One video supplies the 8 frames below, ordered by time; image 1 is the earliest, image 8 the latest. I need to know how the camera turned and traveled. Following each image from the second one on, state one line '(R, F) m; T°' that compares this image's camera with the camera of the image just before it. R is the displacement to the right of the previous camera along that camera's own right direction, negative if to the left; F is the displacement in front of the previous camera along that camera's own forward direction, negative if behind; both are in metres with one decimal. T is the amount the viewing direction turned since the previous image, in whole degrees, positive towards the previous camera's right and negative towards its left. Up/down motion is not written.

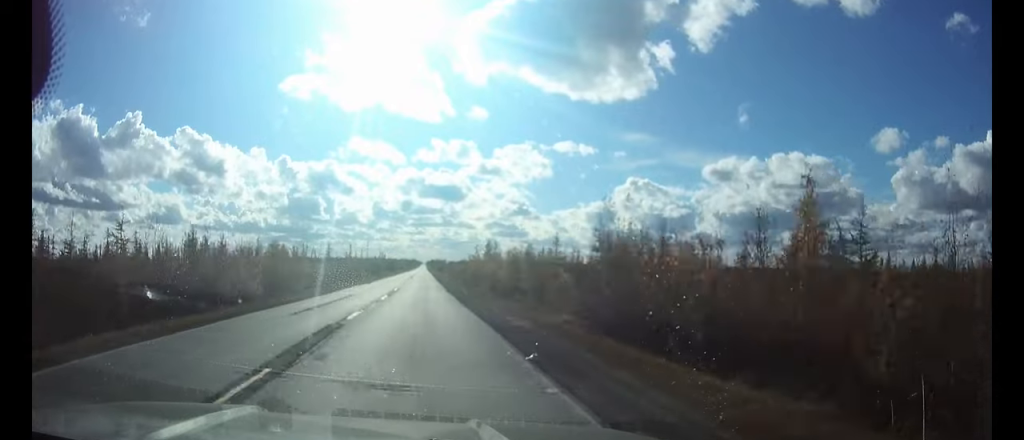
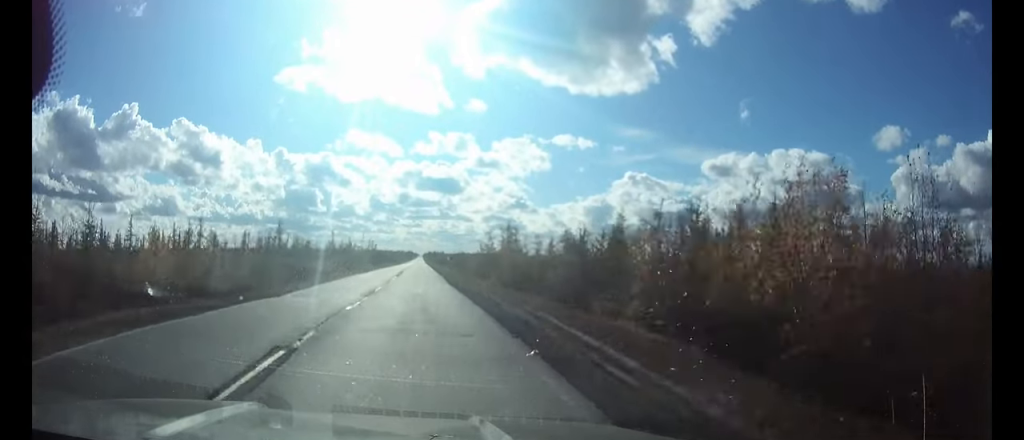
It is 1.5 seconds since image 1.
(+0.1, +38.8) m; 0°
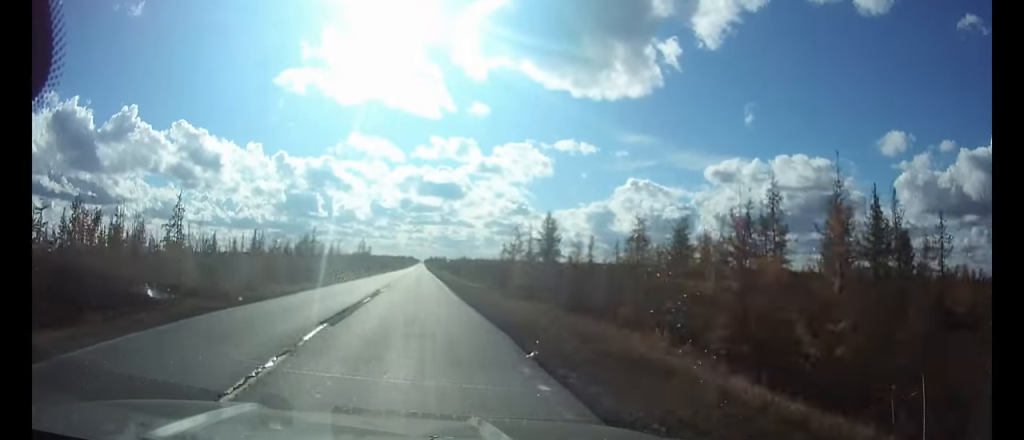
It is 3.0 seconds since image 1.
(0.0, +34.1) m; 0°
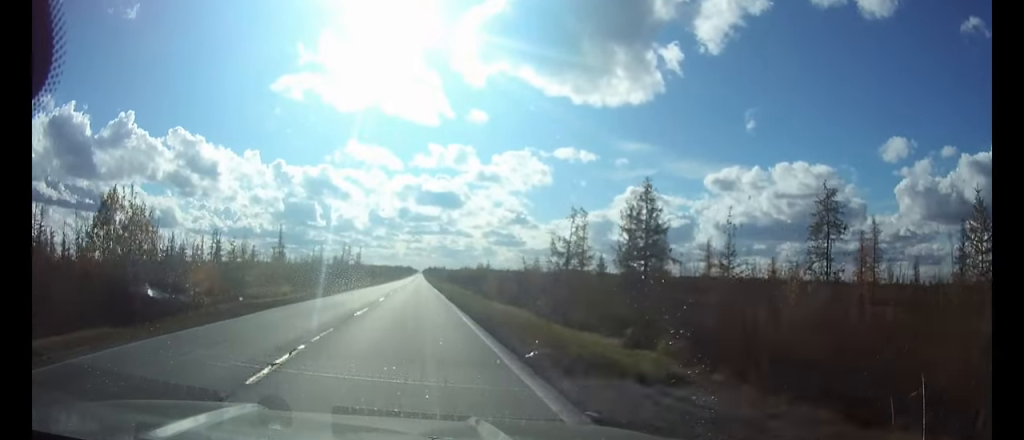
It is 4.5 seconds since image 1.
(0.0, +34.8) m; 0°
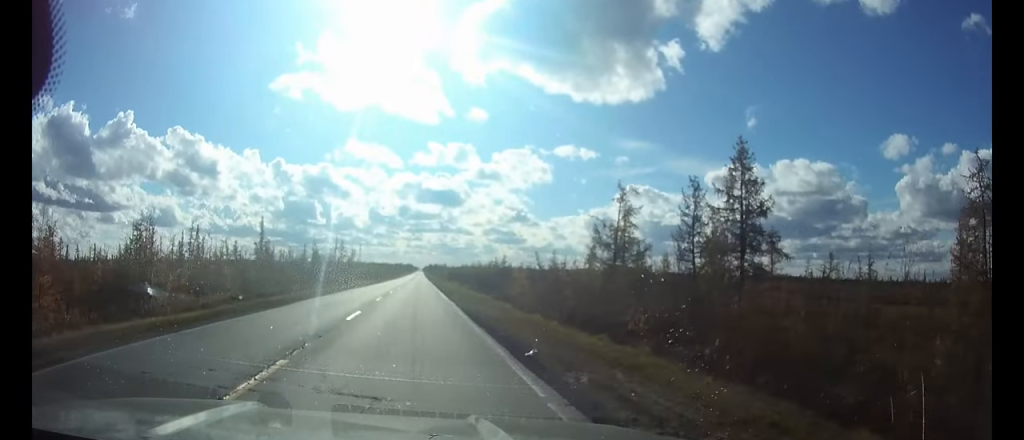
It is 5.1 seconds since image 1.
(0.0, +13.4) m; 0°
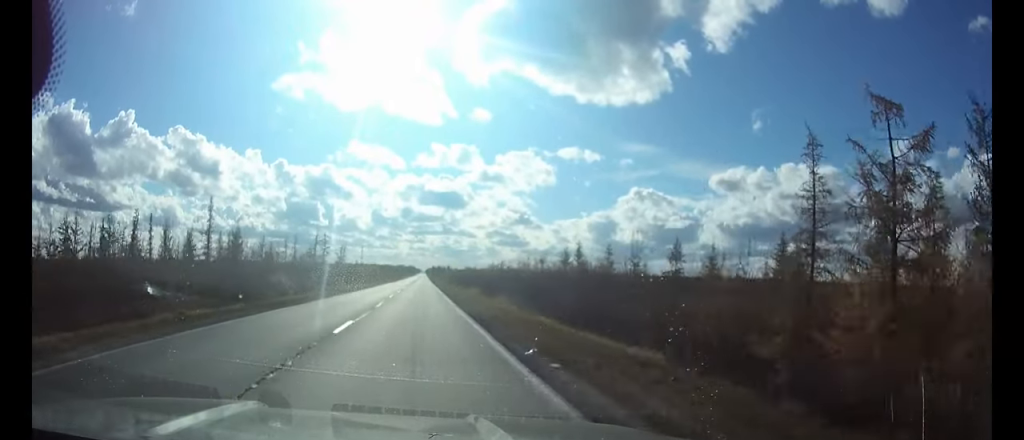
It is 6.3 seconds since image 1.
(0.0, +27.5) m; 0°
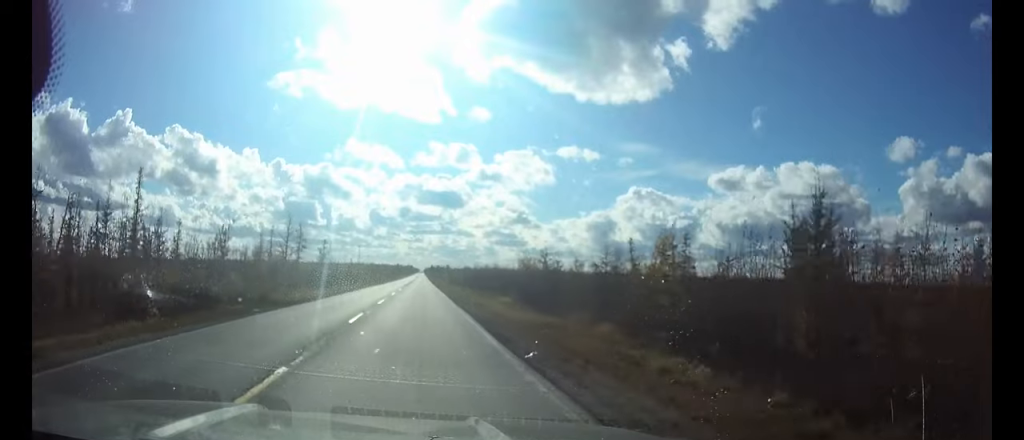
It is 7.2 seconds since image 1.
(0.0, +20.5) m; 0°
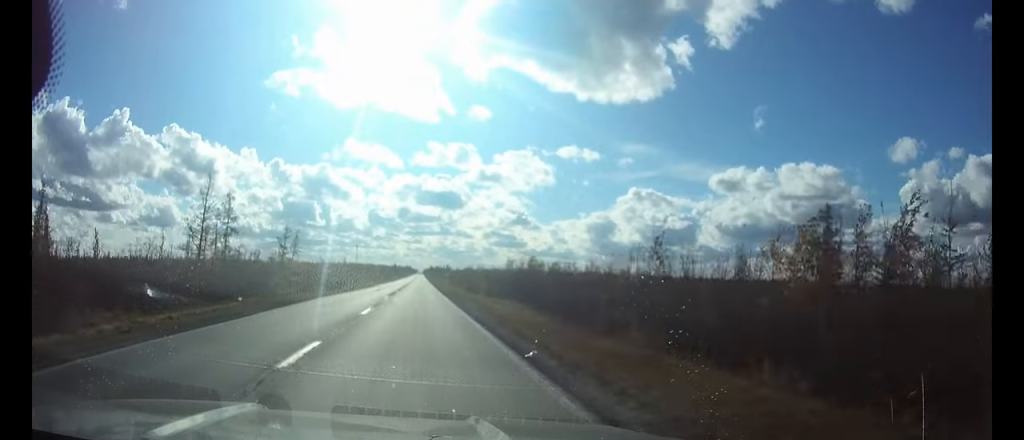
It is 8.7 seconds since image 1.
(0.0, +33.4) m; 0°
